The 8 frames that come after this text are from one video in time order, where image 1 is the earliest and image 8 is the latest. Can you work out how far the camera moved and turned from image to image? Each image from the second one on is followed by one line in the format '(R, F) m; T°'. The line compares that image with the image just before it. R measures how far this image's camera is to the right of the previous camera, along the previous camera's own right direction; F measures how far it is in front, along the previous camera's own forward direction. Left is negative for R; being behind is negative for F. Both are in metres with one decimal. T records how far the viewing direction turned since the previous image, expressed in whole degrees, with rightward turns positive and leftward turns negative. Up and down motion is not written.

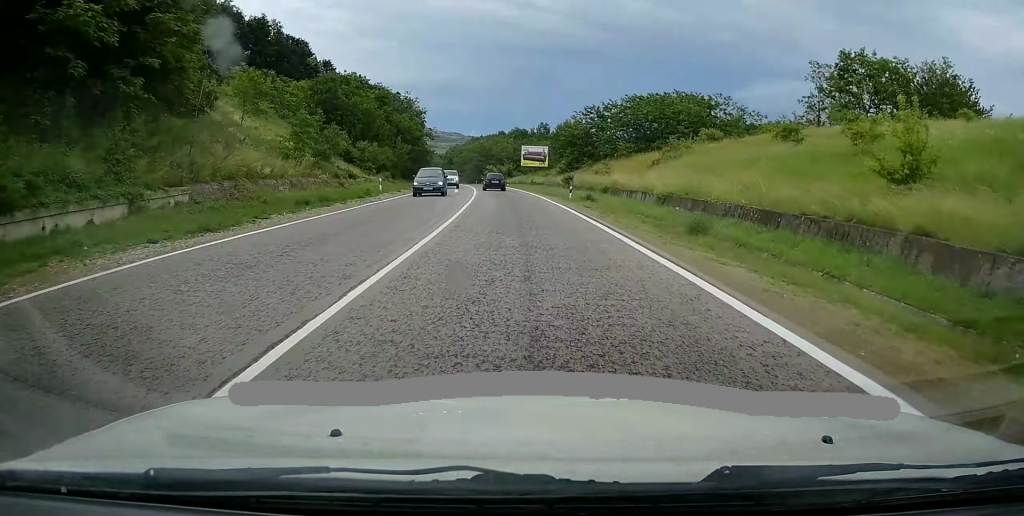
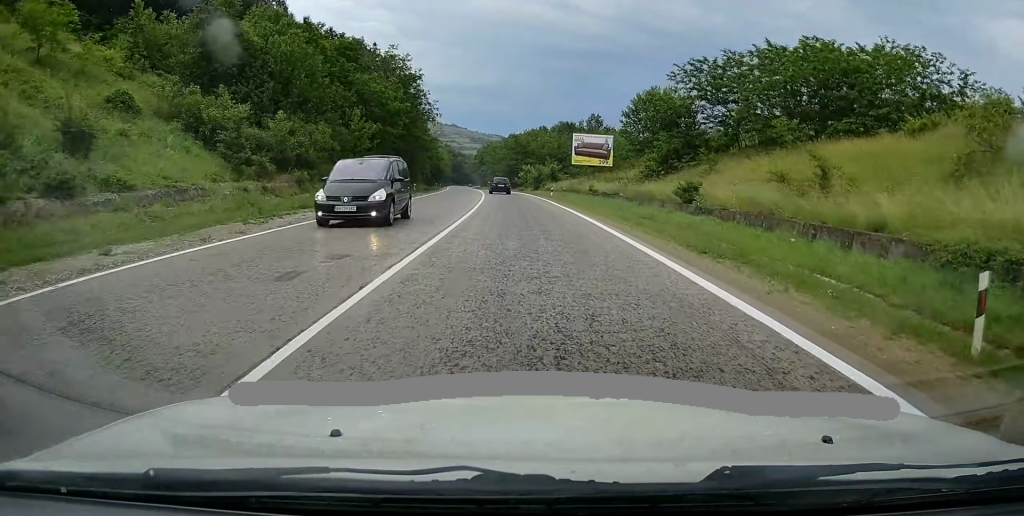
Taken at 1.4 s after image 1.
(-1.1, +34.0) m; -4°
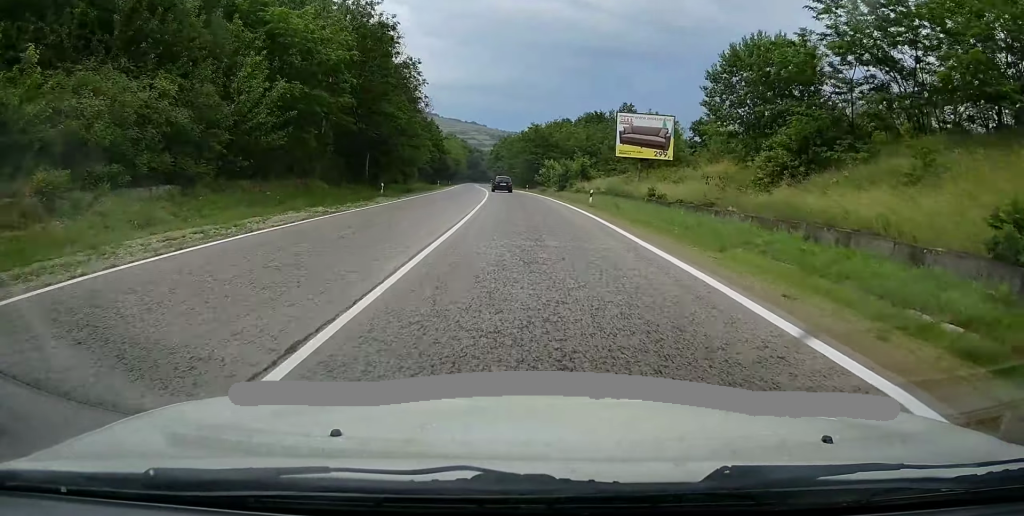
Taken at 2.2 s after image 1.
(-0.4, +19.0) m; -2°
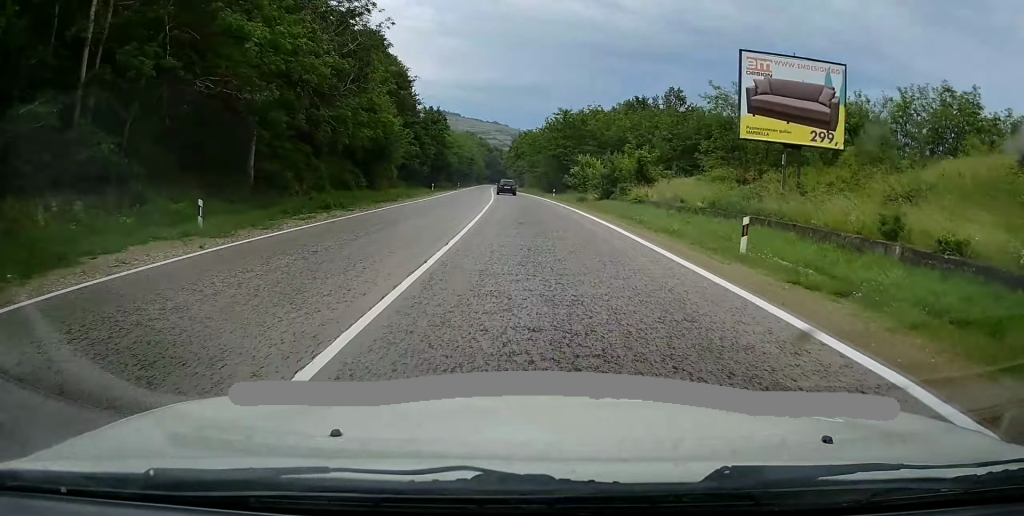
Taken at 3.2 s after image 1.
(-0.3, +22.9) m; -2°
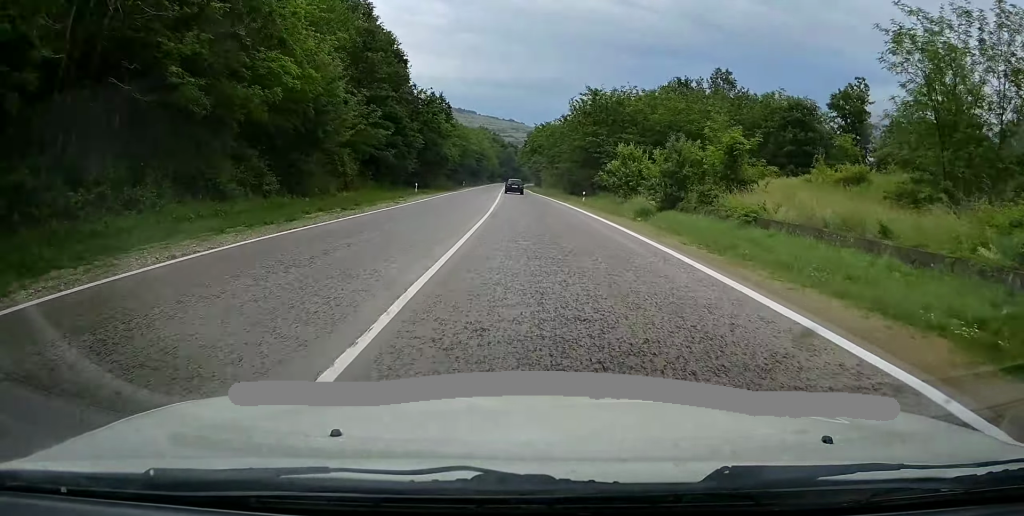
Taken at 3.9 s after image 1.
(-0.4, +17.2) m; -1°
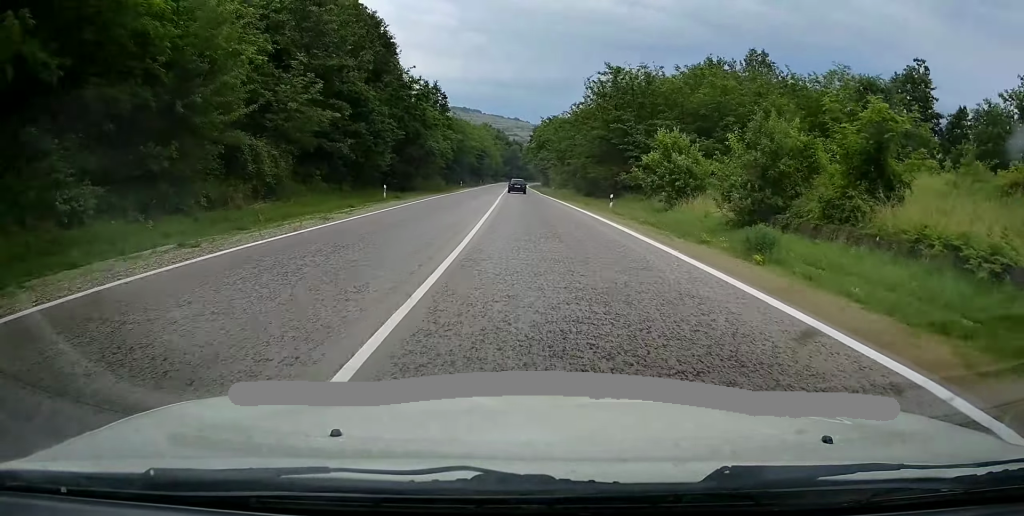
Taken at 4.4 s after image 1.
(0.0, +11.8) m; 0°
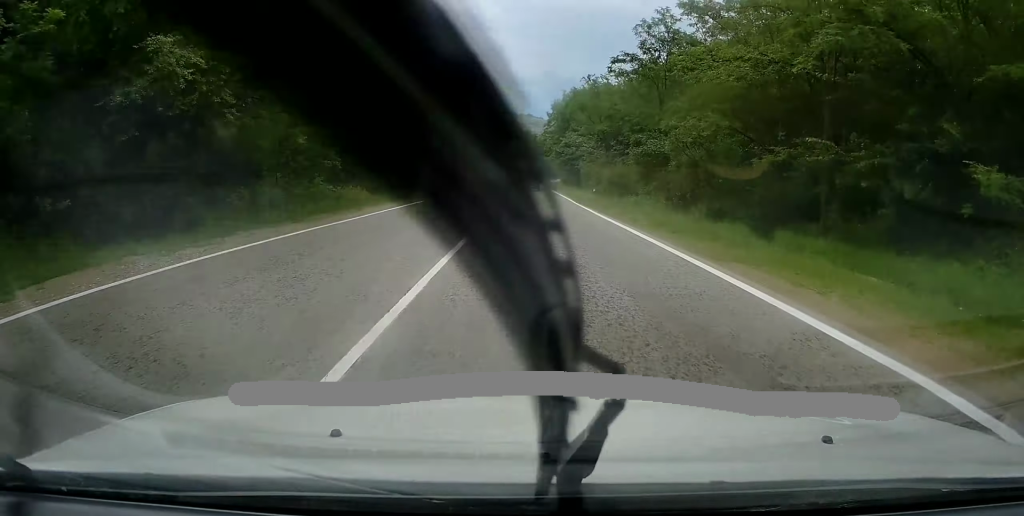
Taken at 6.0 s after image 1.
(-0.5, +36.0) m; -1°
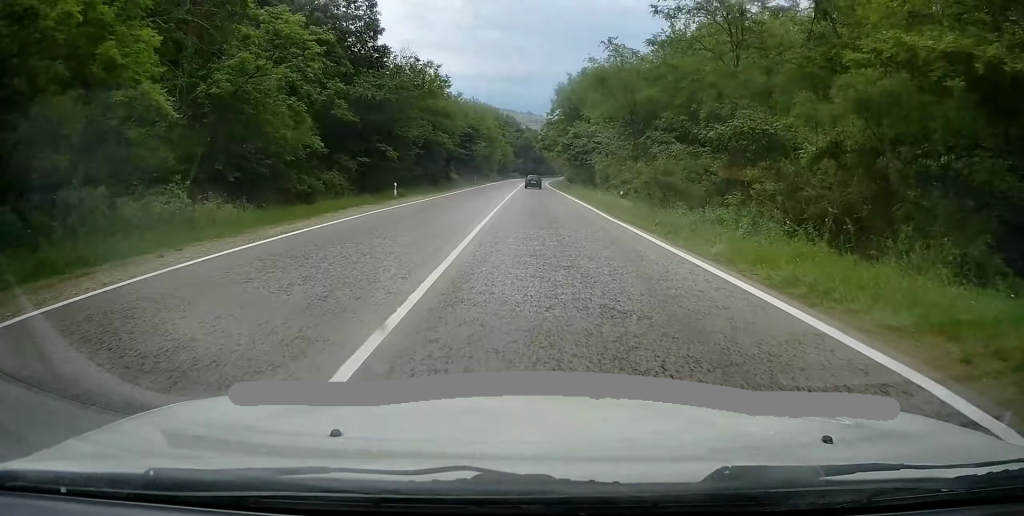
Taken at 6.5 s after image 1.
(0.0, +13.3) m; 0°
